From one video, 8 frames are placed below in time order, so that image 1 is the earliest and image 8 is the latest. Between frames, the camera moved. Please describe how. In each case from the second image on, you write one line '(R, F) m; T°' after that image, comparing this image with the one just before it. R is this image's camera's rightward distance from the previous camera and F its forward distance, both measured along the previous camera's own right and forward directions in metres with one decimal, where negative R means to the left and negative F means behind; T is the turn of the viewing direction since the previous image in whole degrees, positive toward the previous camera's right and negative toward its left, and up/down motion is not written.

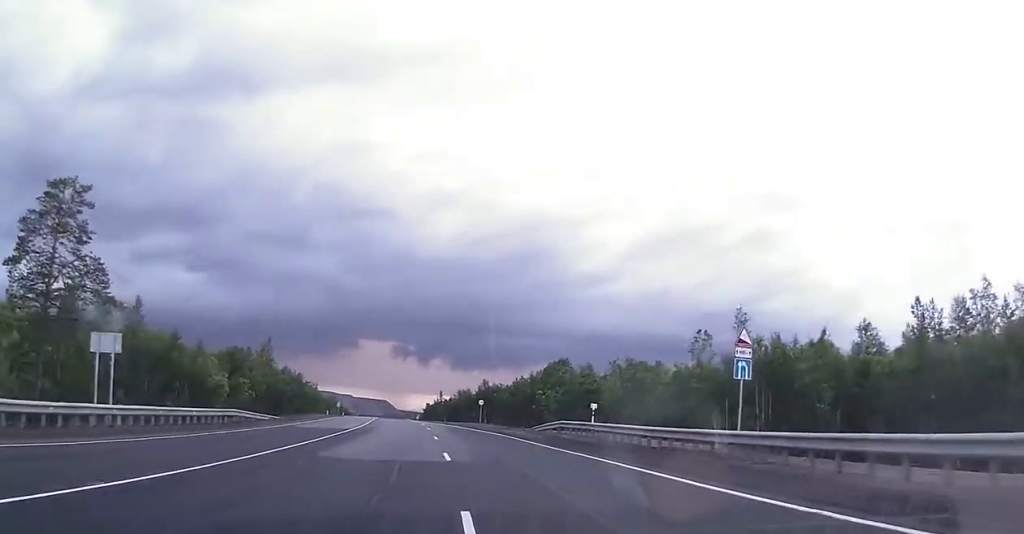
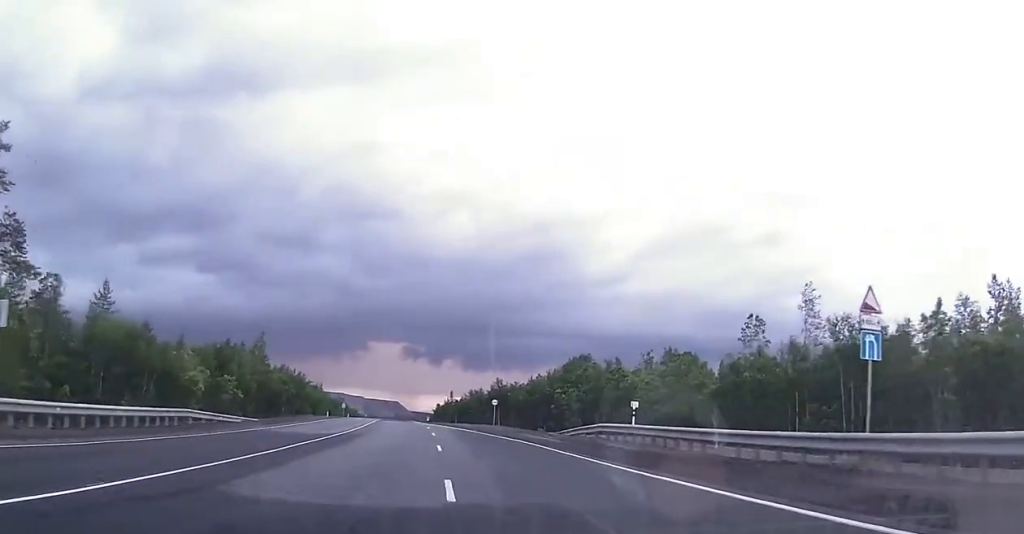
(-0.1, +6.2) m; -1°
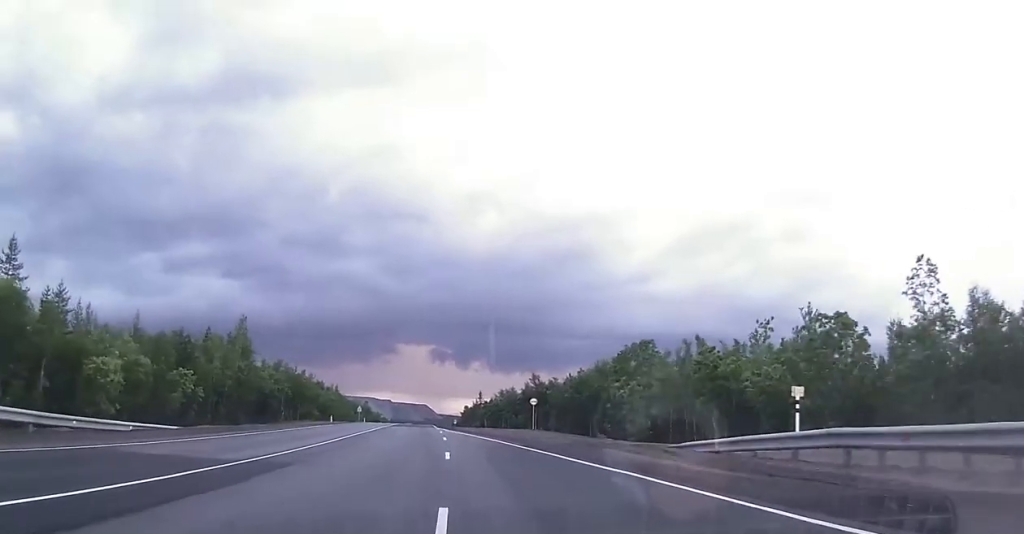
(-0.2, +12.7) m; -1°
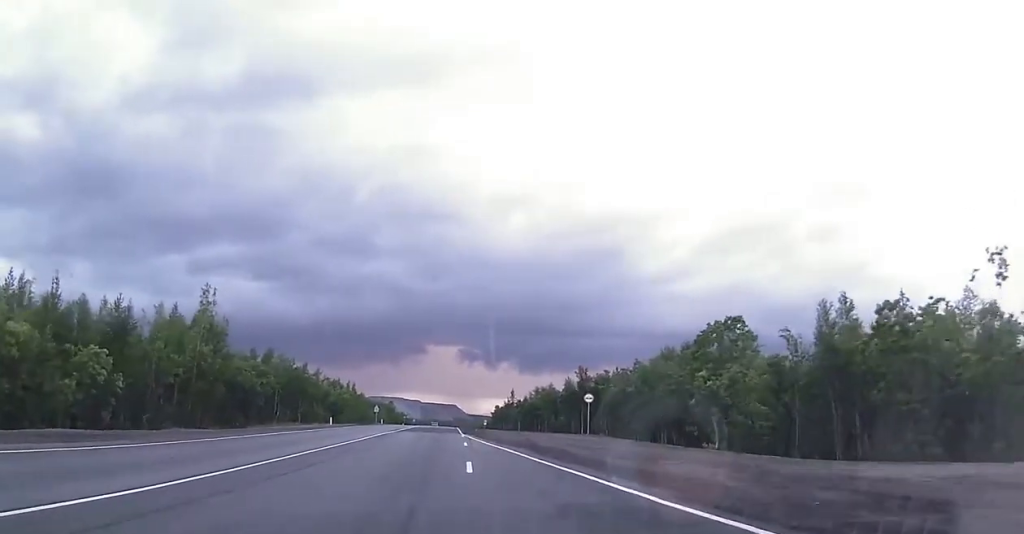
(0.0, +13.7) m; 0°
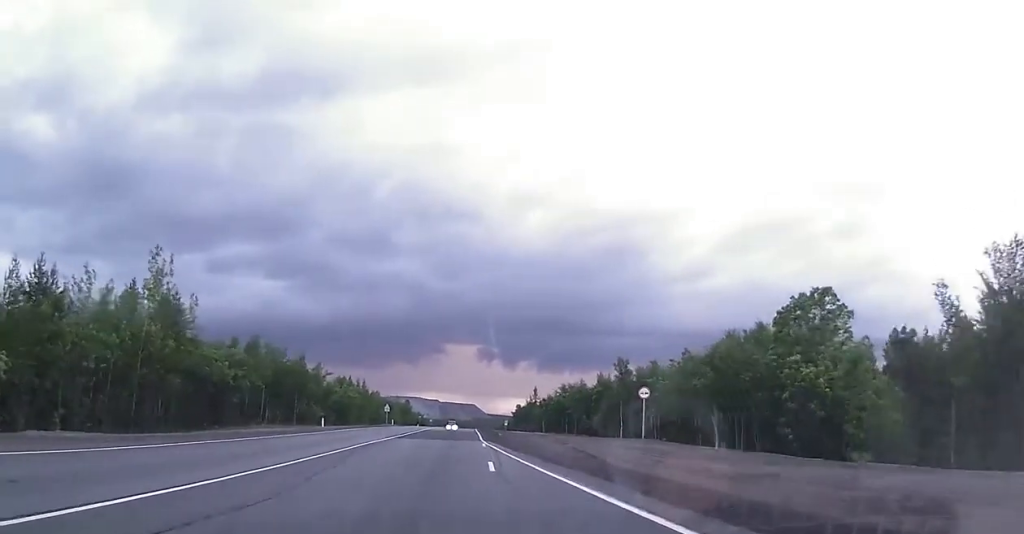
(-0.1, +10.1) m; -2°
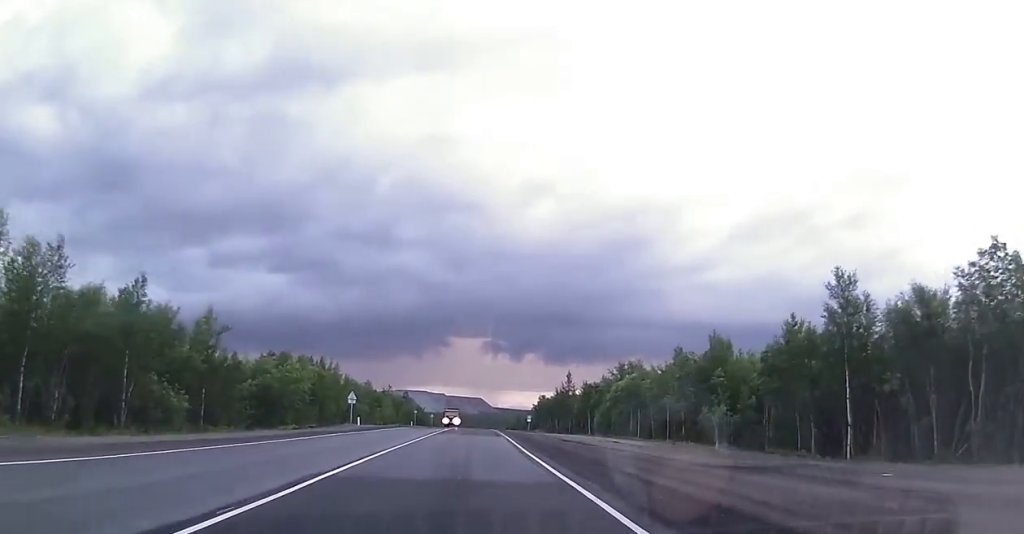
(-1.5, +38.5) m; -3°
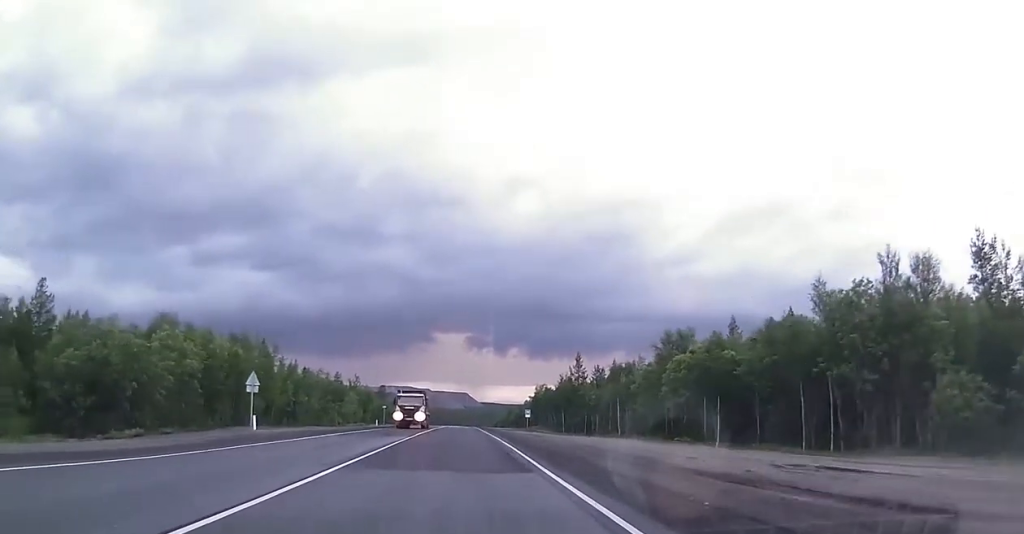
(-0.2, +25.6) m; 0°
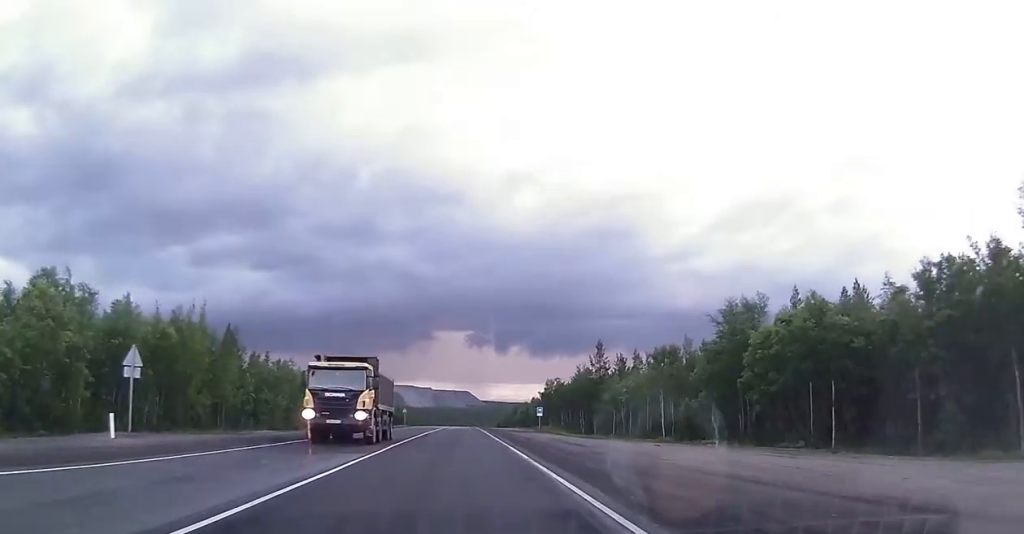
(+0.3, +14.3) m; +1°
